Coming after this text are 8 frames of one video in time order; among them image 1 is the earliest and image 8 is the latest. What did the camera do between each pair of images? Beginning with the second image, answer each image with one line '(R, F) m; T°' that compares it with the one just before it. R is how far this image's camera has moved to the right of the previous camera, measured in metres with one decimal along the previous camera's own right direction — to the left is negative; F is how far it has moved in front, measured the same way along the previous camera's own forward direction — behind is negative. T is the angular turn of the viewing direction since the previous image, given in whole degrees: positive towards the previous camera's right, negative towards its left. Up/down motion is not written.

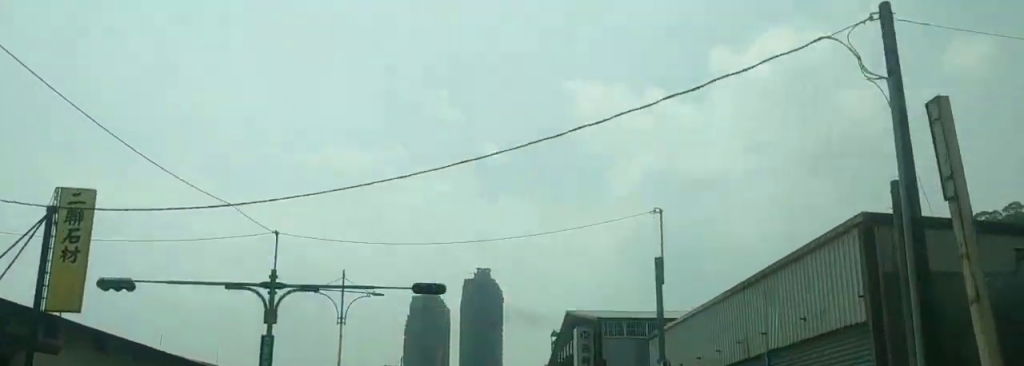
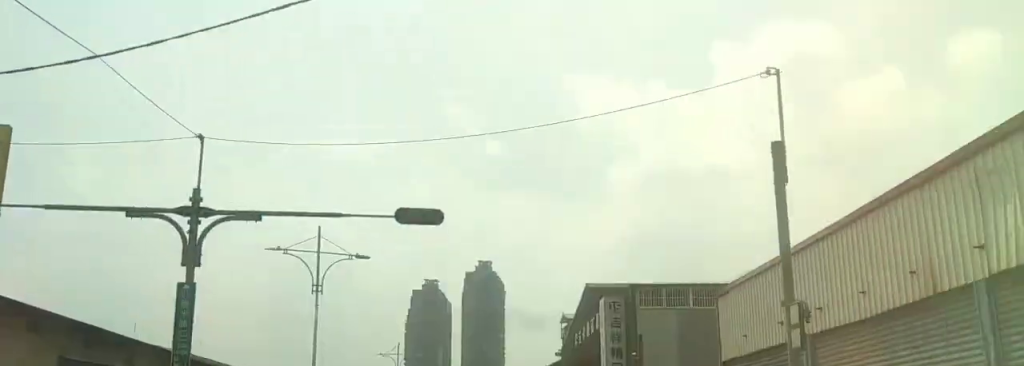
(0.0, +7.4) m; 0°
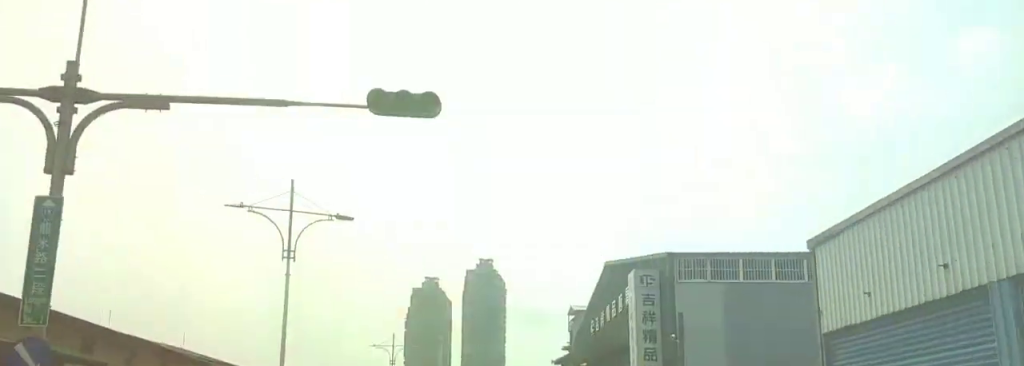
(0.0, +5.9) m; 0°
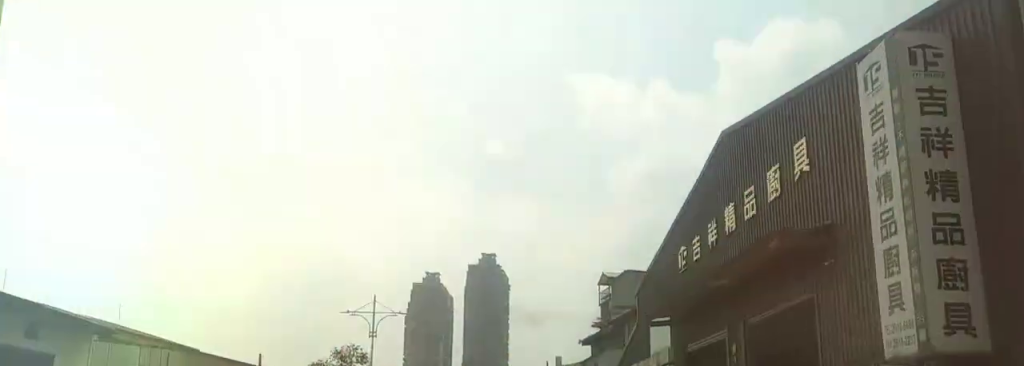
(-0.1, +17.1) m; -1°
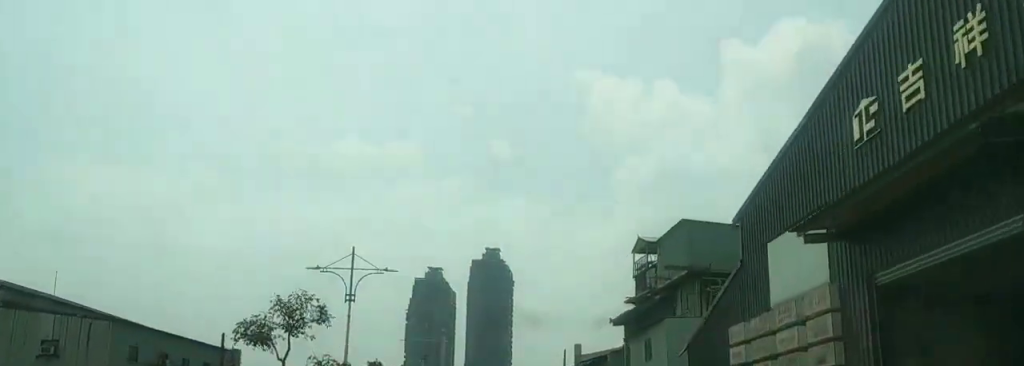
(-0.2, +11.7) m; -1°
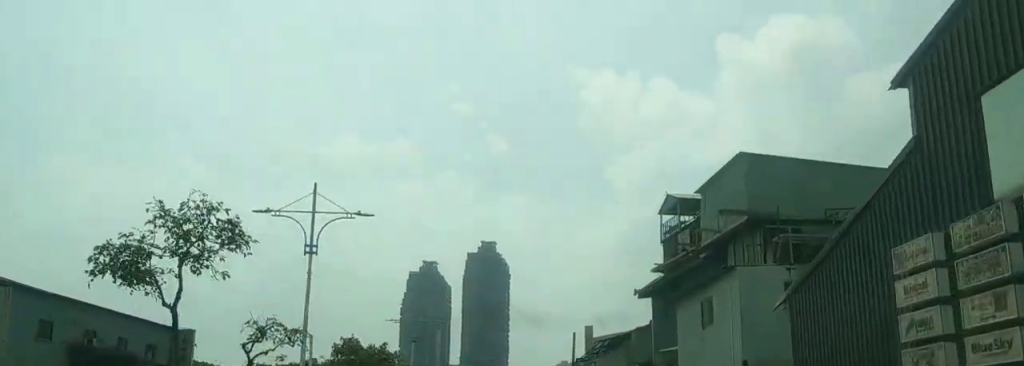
(+0.1, +8.7) m; -2°
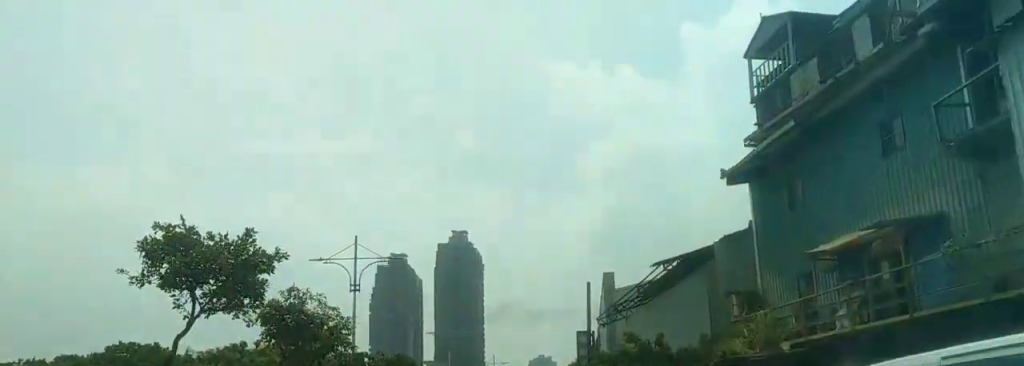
(-0.3, +18.7) m; +3°
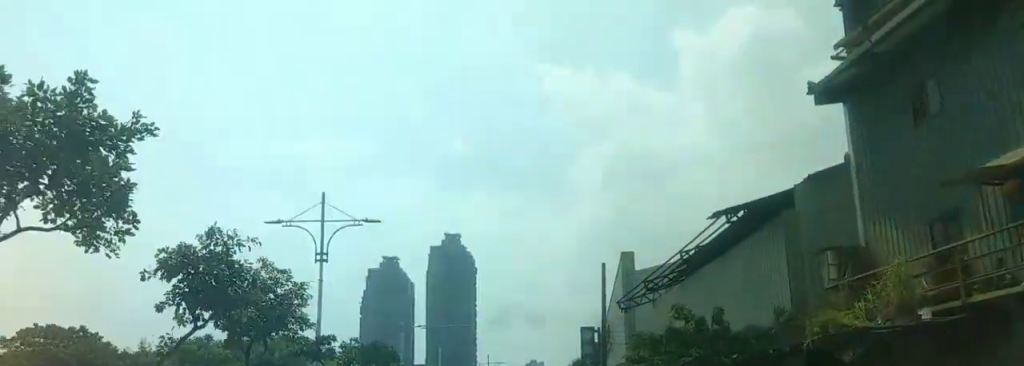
(-0.1, +7.0) m; +3°
